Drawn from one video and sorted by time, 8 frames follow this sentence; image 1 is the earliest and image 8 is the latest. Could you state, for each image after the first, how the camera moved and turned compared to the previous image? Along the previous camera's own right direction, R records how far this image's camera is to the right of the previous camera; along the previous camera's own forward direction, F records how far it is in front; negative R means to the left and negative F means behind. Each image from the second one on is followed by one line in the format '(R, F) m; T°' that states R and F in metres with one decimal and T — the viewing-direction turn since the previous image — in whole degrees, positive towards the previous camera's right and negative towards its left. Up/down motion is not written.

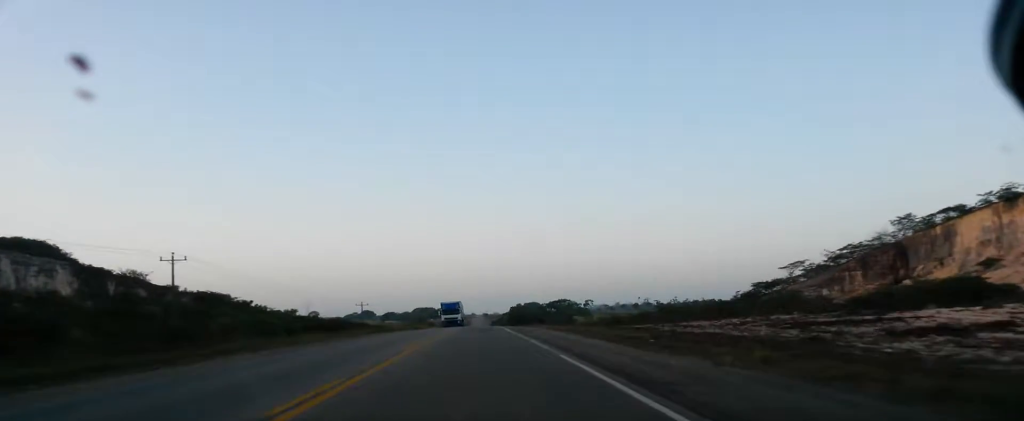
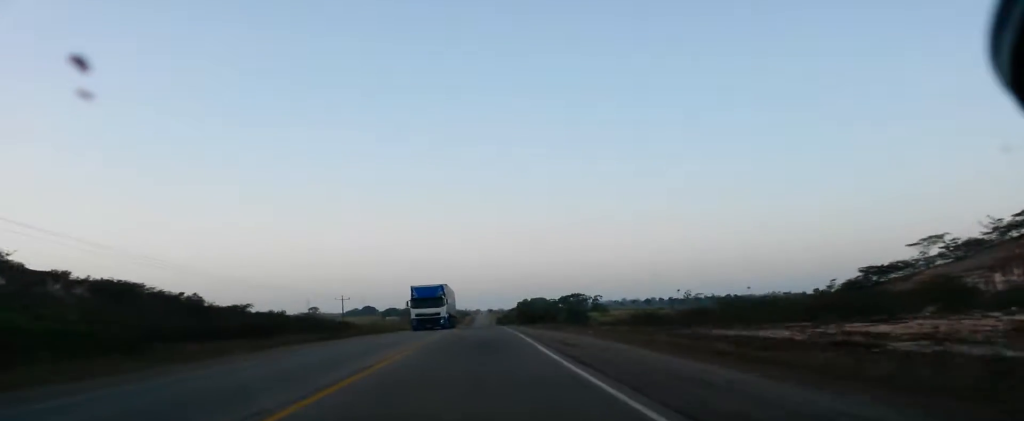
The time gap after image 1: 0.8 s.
(+0.3, +27.1) m; +1°
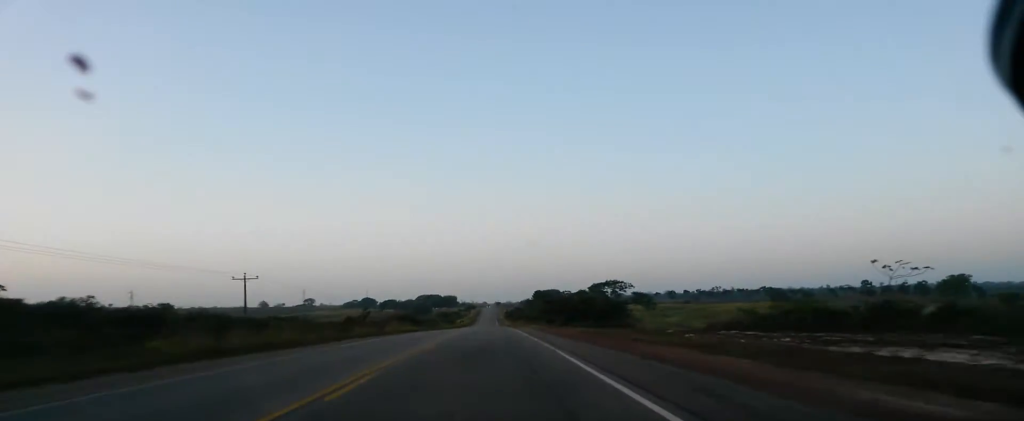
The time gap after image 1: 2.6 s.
(0.0, +58.6) m; 0°
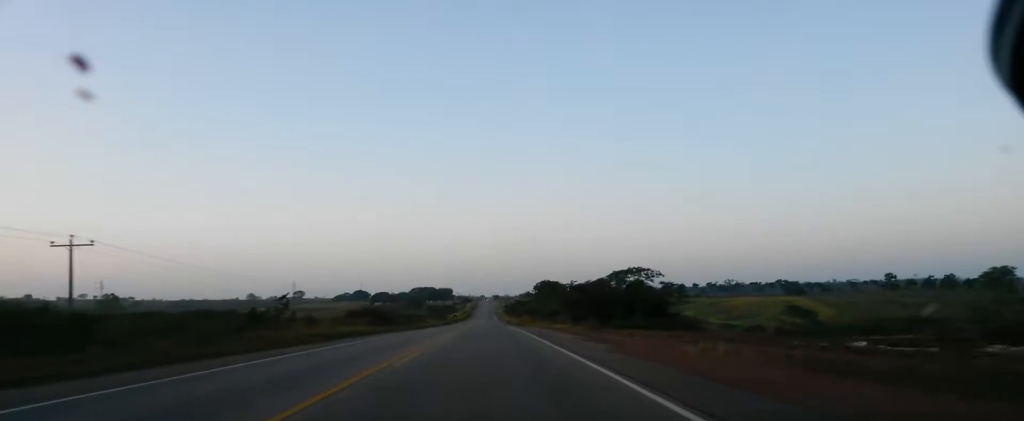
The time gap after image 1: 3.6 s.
(0.0, +32.1) m; 0°
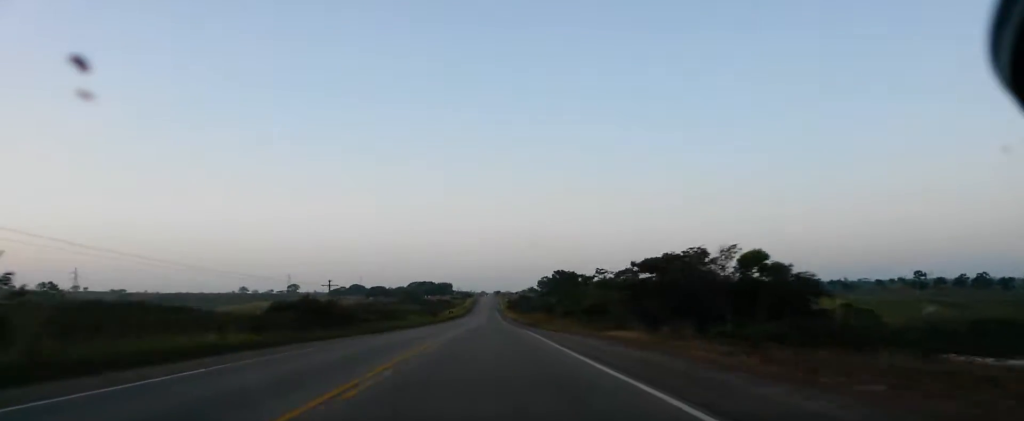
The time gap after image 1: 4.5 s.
(0.0, +28.6) m; 0°
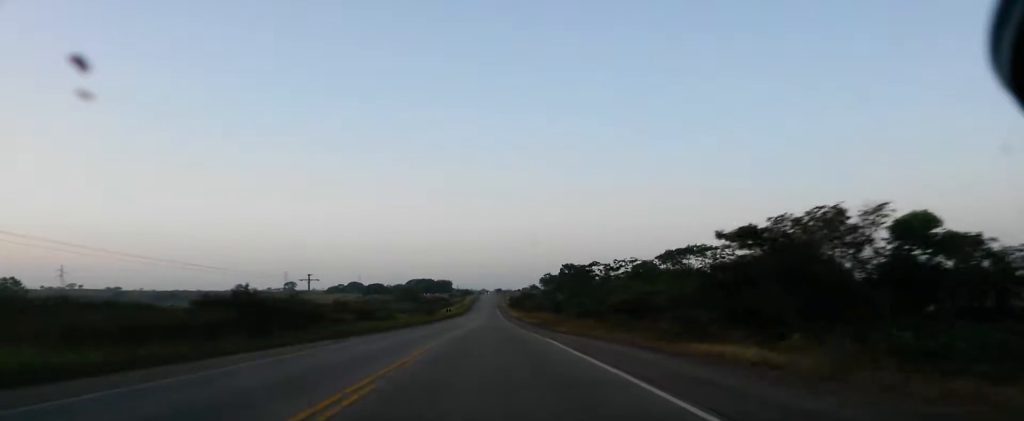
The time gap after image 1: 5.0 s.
(0.0, +13.8) m; -1°
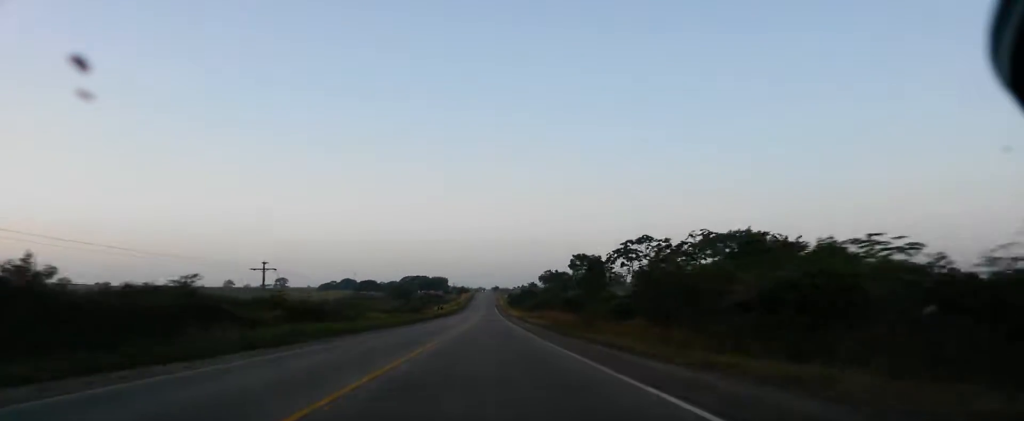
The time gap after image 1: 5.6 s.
(0.0, +19.5) m; -4°
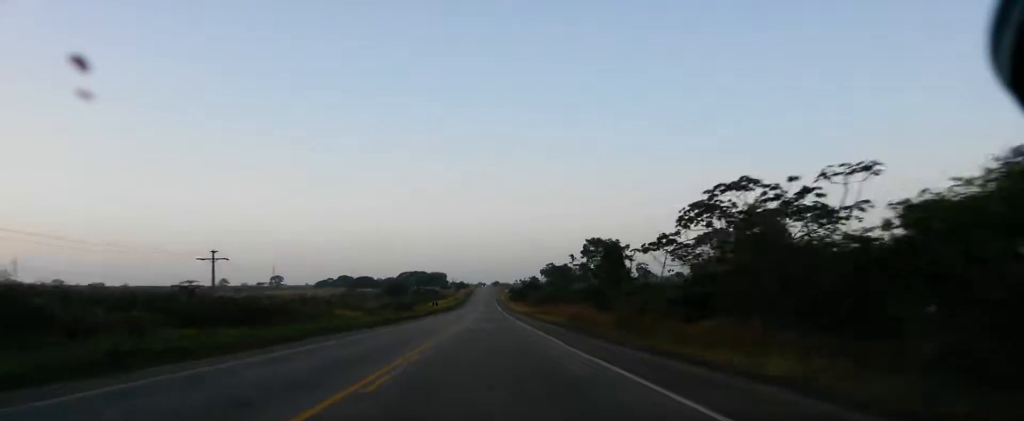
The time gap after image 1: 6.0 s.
(-0.2, +15.5) m; -2°
